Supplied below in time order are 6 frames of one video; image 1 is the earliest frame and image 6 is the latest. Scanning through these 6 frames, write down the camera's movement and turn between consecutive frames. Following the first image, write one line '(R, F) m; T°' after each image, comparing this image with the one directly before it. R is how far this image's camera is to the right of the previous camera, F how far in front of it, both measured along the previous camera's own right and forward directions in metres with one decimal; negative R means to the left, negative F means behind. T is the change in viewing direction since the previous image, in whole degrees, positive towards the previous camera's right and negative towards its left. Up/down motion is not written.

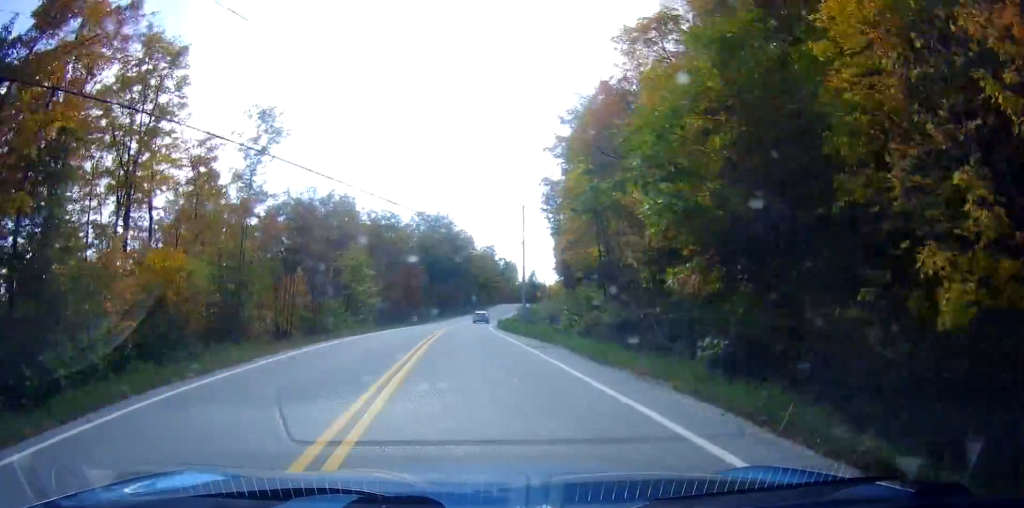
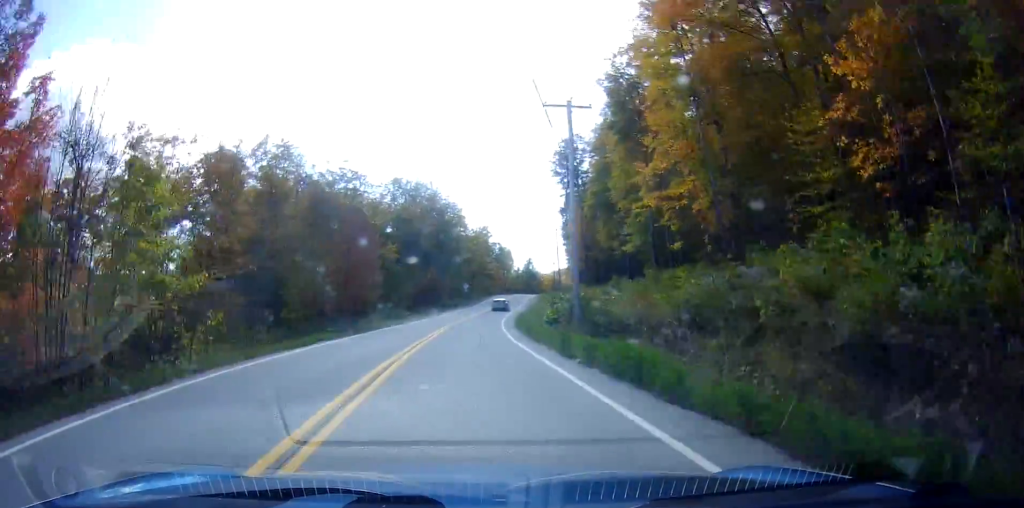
(+0.6, +28.4) m; +2°
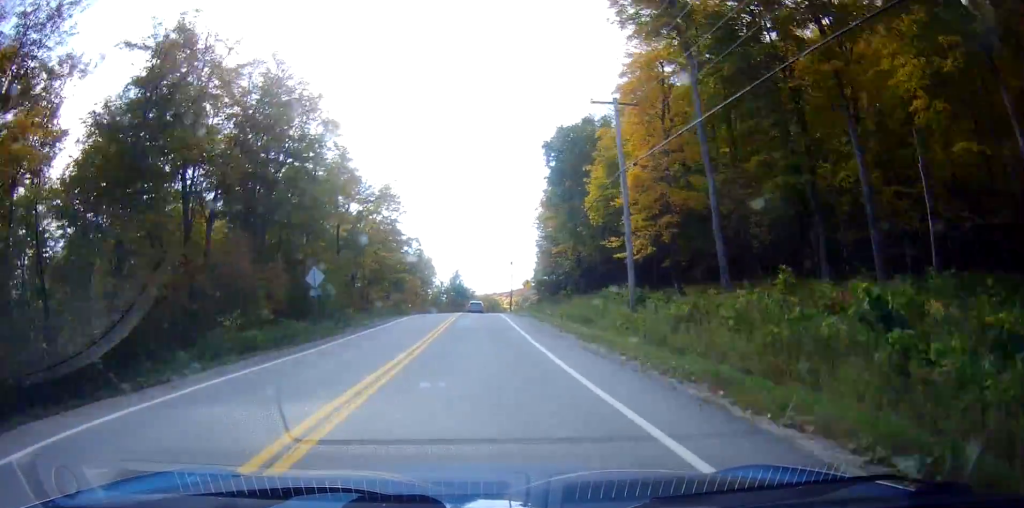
(+4.8, +65.2) m; +8°
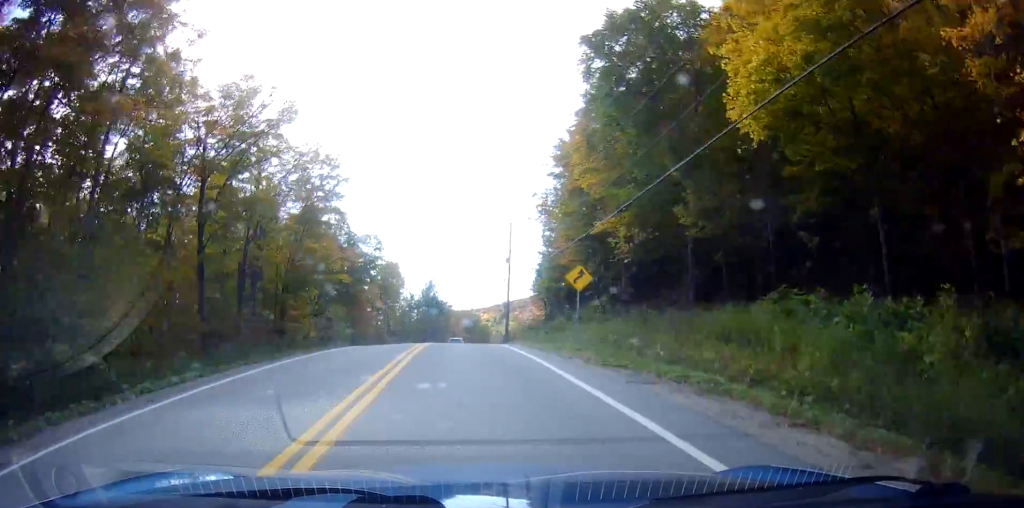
(+0.4, +29.0) m; +1°
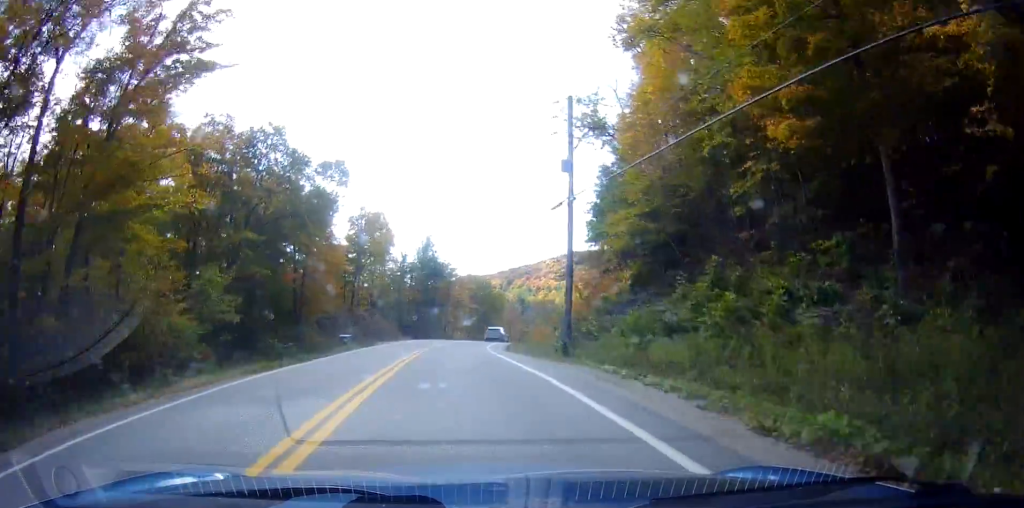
(0.0, +30.2) m; +1°
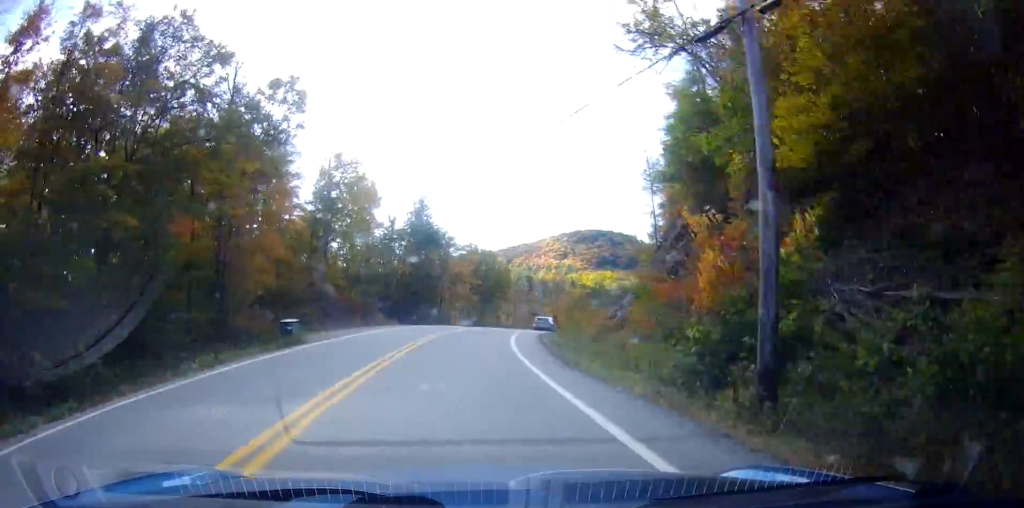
(+0.2, +18.4) m; +2°
